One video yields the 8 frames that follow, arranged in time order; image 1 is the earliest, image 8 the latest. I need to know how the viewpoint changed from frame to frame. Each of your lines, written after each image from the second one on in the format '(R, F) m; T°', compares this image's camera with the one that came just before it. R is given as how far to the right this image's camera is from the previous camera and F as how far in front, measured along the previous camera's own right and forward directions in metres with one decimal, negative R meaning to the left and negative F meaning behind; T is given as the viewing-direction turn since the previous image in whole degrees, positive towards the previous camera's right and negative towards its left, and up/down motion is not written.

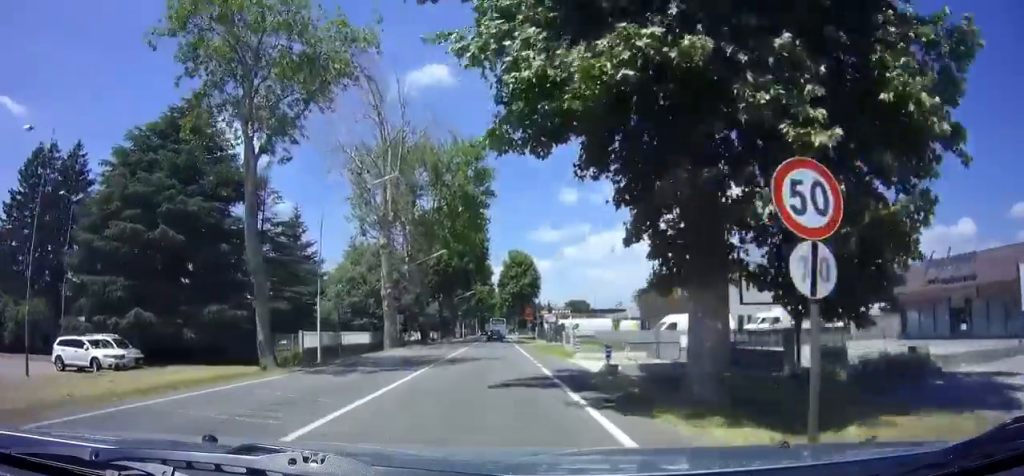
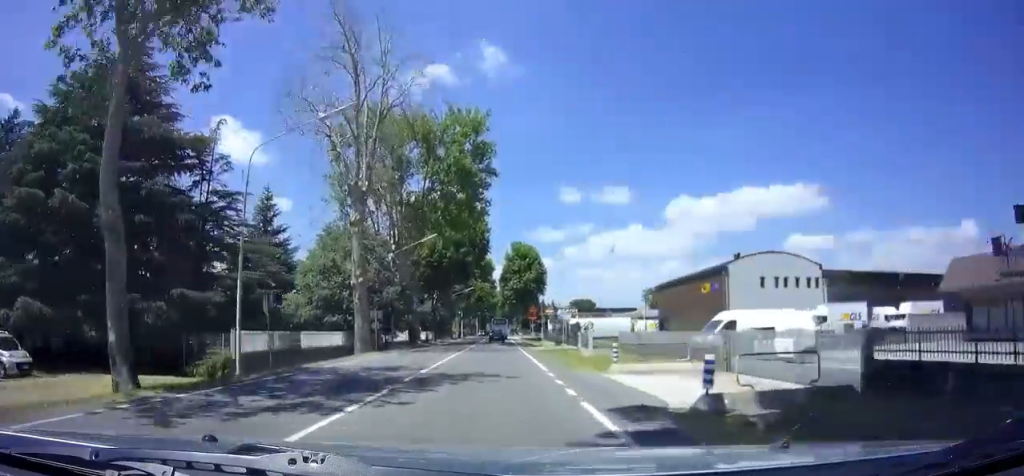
(0.0, +8.8) m; 0°
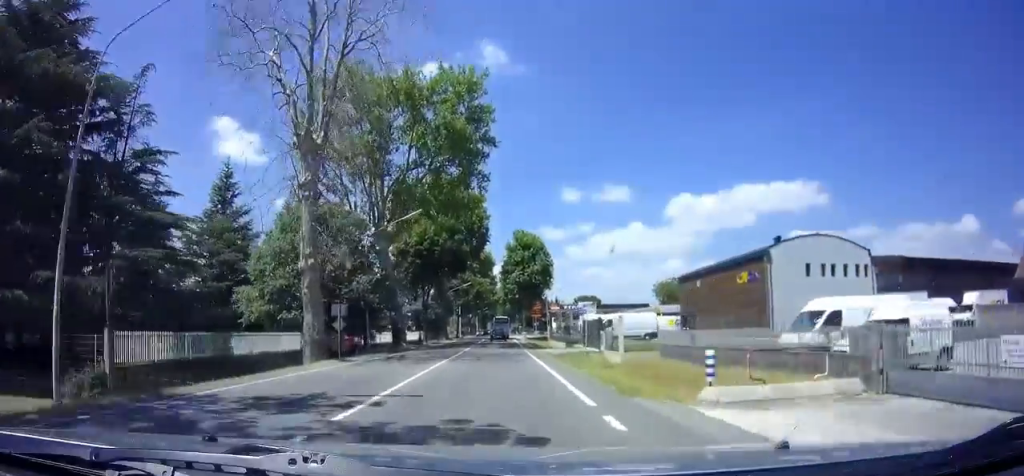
(0.0, +7.6) m; 0°
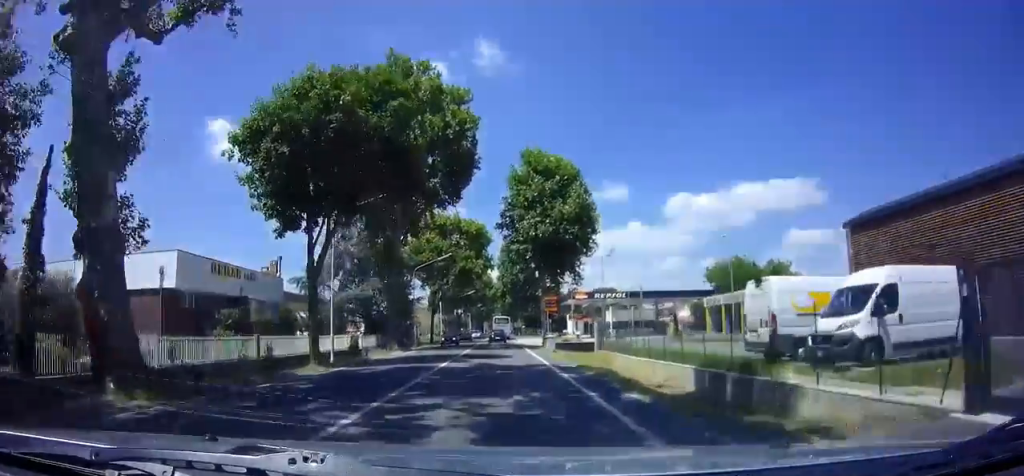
(-0.2, +32.5) m; 0°
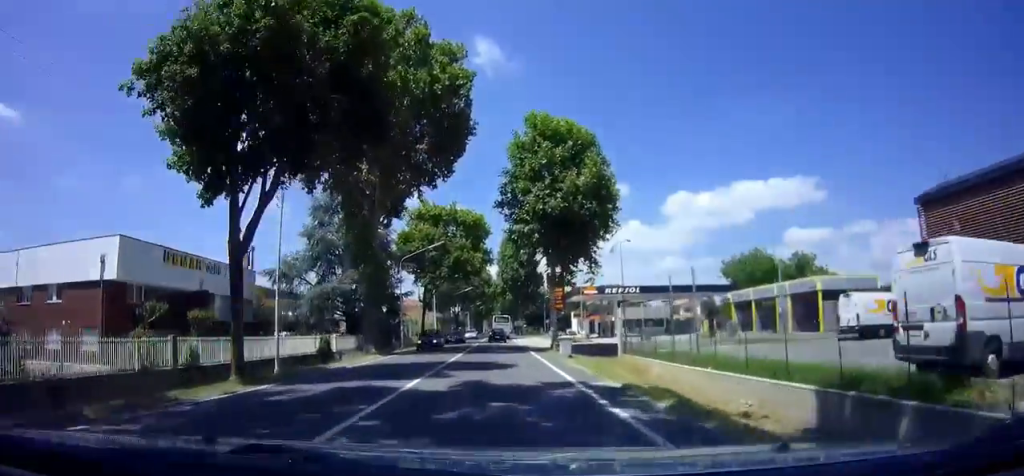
(0.0, +6.6) m; 0°
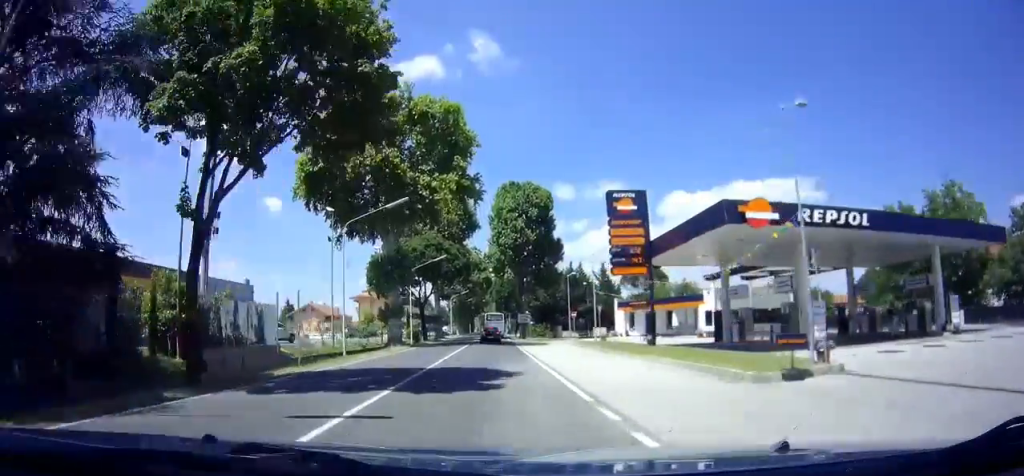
(+0.2, +38.4) m; 0°
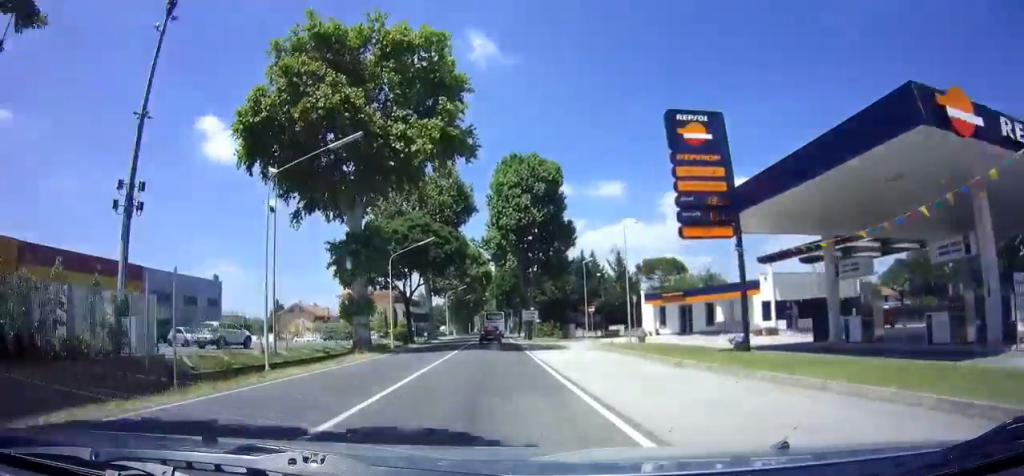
(0.0, +9.8) m; 0°
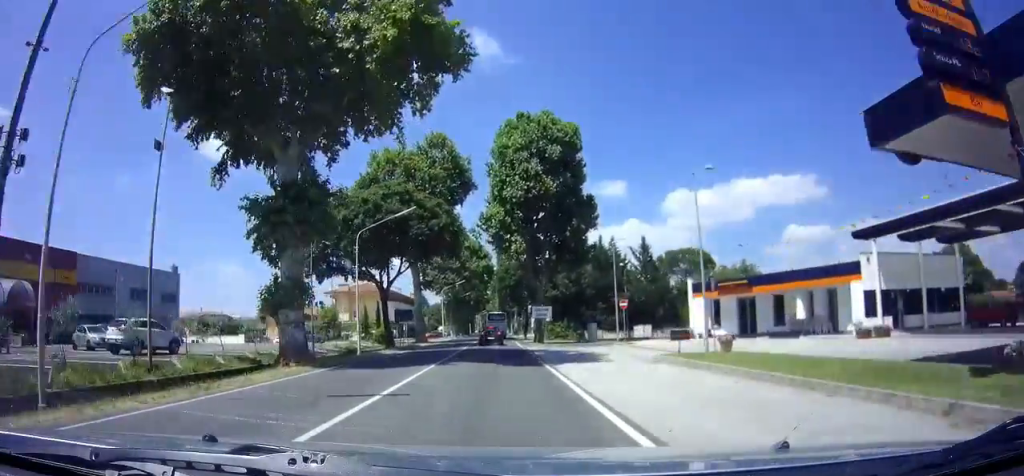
(0.0, +10.9) m; 0°
